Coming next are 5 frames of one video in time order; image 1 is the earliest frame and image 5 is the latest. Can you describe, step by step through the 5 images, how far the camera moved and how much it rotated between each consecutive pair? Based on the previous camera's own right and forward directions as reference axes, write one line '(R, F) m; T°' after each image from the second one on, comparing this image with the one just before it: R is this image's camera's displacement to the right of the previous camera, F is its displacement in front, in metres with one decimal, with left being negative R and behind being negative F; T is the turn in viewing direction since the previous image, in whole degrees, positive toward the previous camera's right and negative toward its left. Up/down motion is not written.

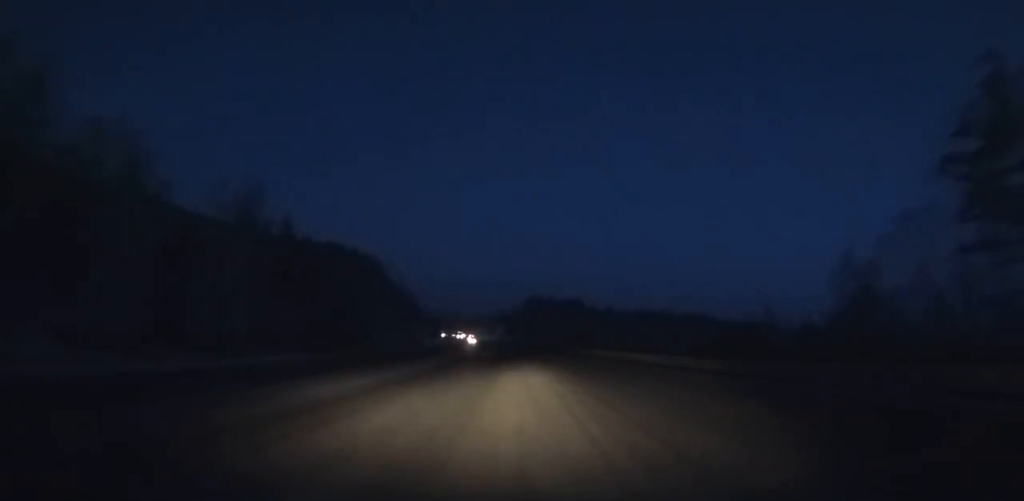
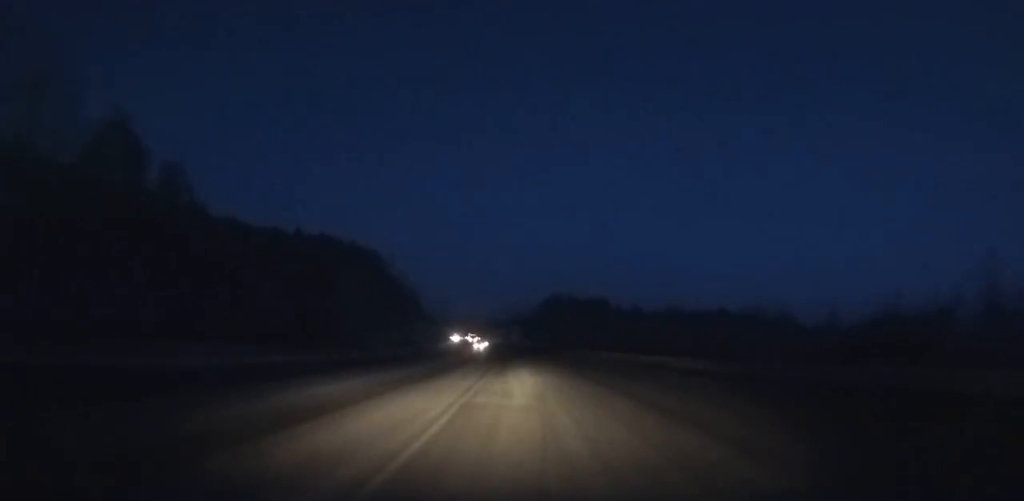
(-0.5, +36.4) m; -1°
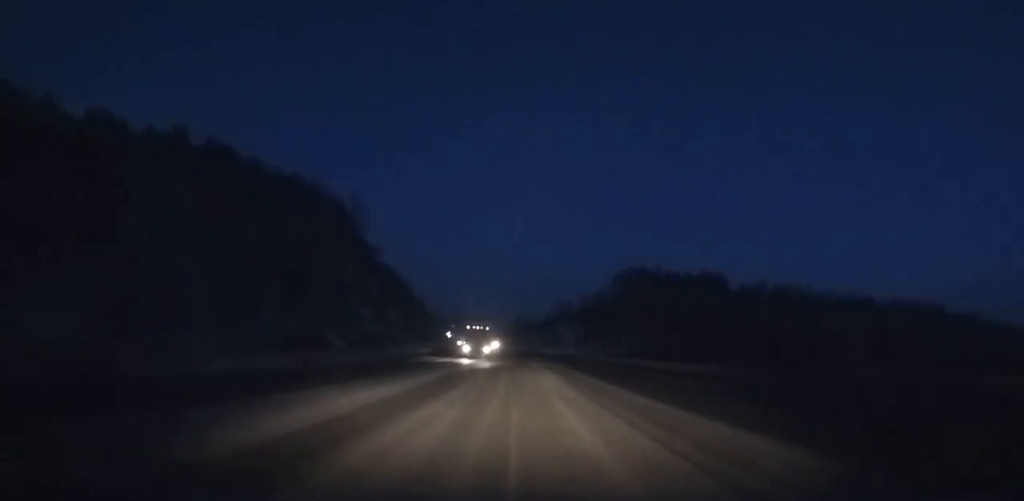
(-3.6, +128.9) m; -3°
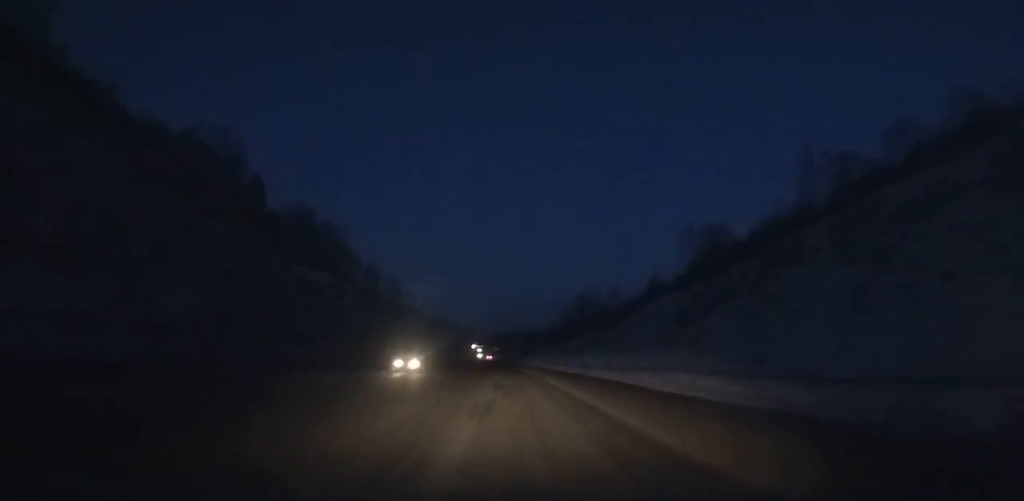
(-6.5, +163.1) m; -4°
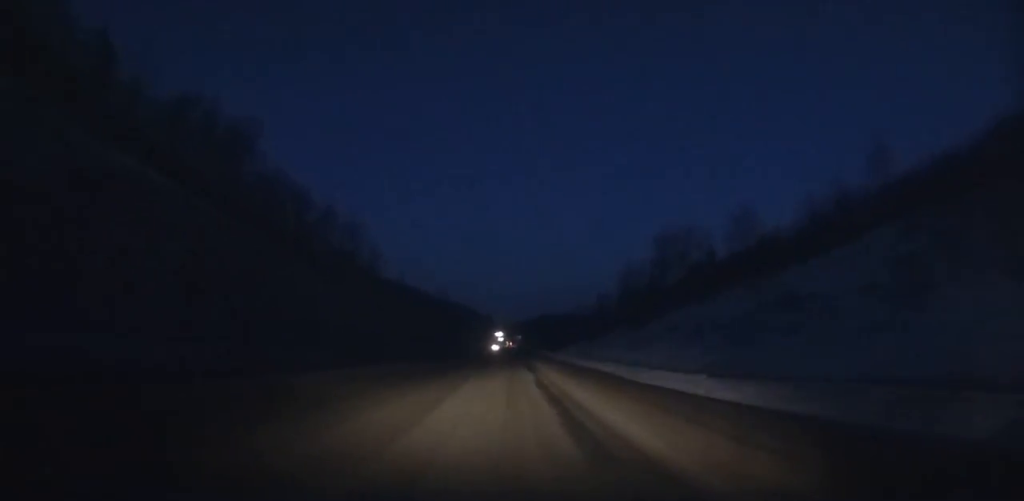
(-0.7, +71.8) m; -1°
